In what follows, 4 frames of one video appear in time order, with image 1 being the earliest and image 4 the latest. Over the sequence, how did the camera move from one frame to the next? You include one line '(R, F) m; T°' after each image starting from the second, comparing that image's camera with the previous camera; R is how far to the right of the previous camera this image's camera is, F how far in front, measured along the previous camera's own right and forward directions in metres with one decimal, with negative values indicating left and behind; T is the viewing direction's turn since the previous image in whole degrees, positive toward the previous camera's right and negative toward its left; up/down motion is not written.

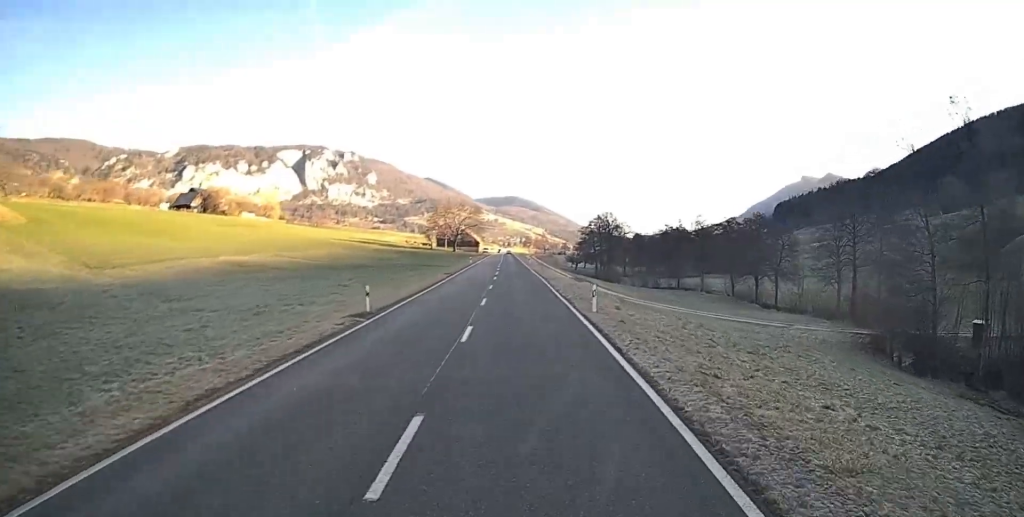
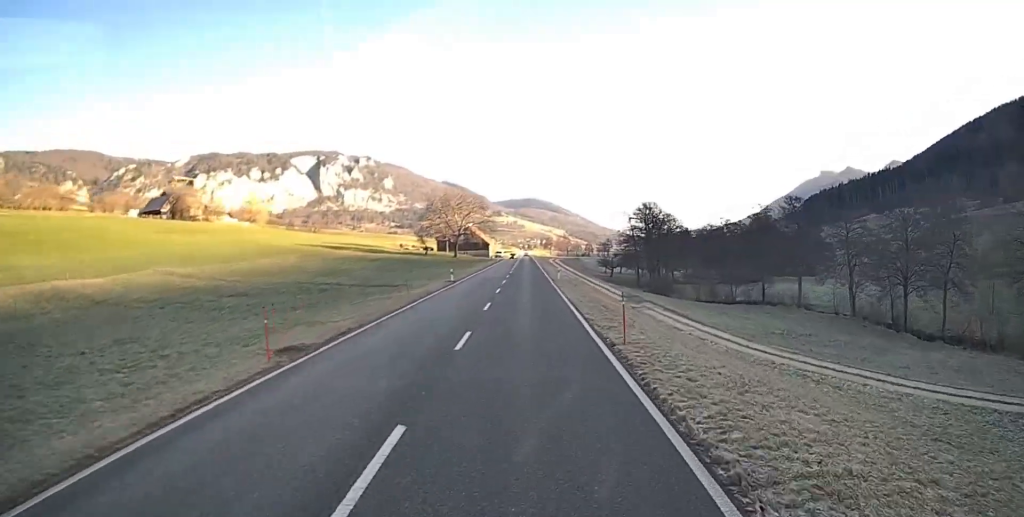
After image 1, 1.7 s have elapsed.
(-0.7, +36.7) m; -3°
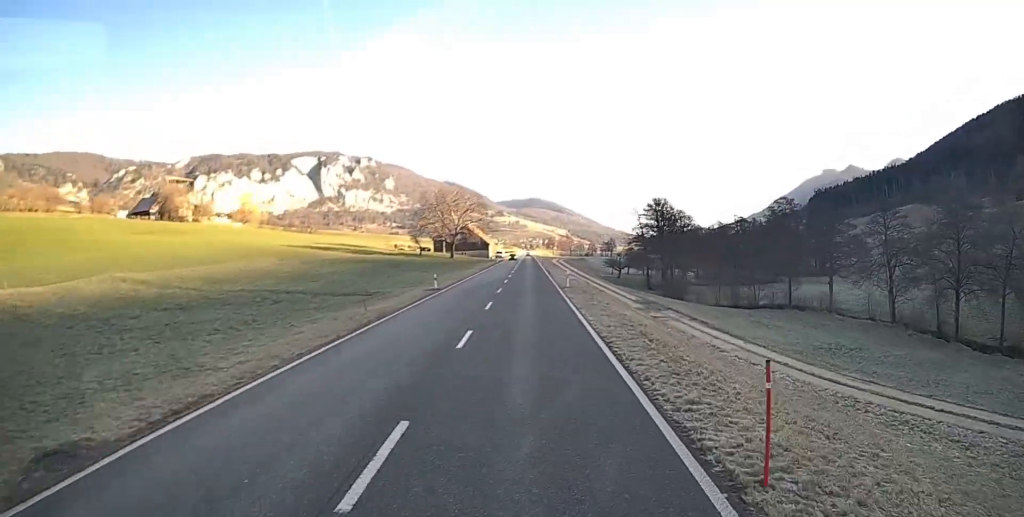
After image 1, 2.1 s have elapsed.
(0.0, +8.8) m; -1°
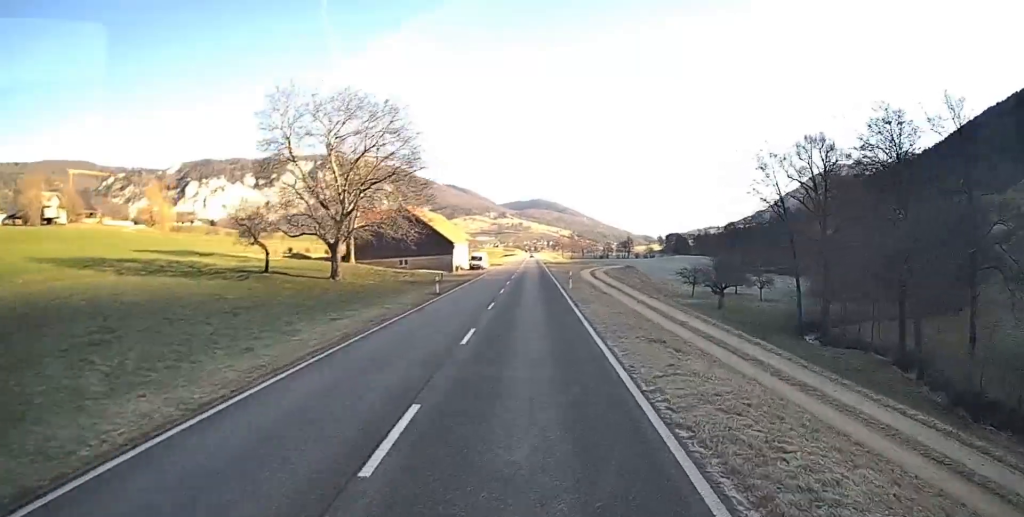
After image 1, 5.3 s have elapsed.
(-1.4, +71.4) m; -1°
